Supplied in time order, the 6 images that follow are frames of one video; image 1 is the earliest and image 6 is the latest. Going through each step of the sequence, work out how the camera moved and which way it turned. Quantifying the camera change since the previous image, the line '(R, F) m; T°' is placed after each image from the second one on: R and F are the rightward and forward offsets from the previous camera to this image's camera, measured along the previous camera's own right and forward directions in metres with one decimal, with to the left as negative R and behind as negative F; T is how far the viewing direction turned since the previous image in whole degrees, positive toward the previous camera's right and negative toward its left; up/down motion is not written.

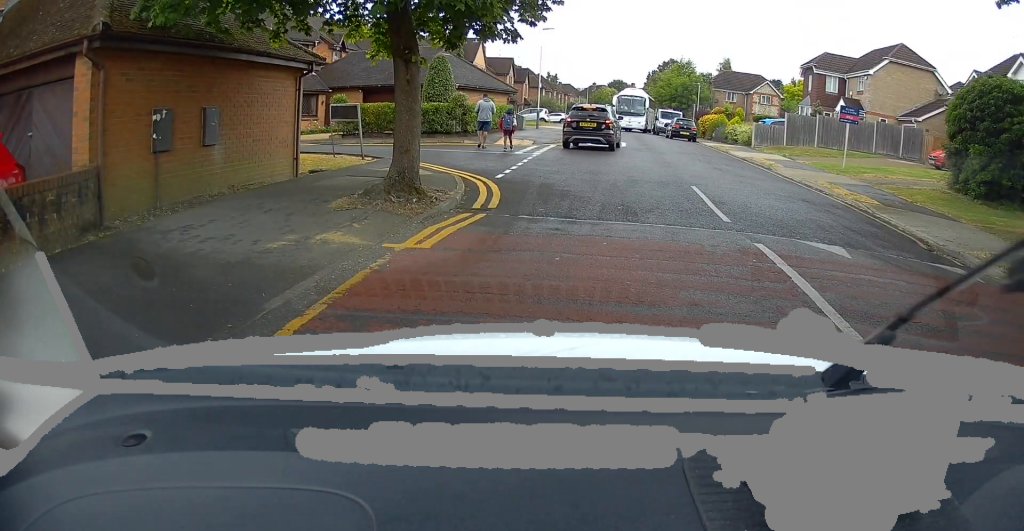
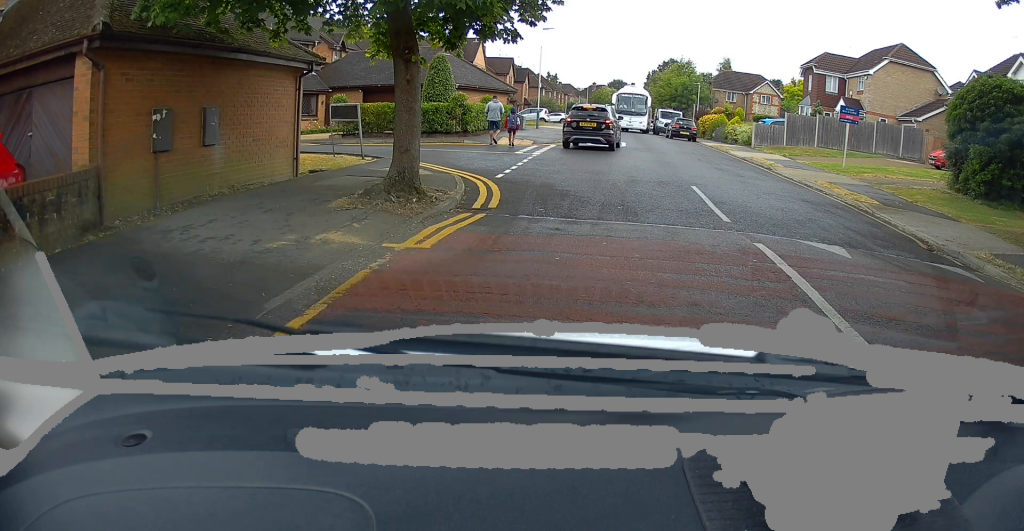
(0.0, 0.0) m; 0°
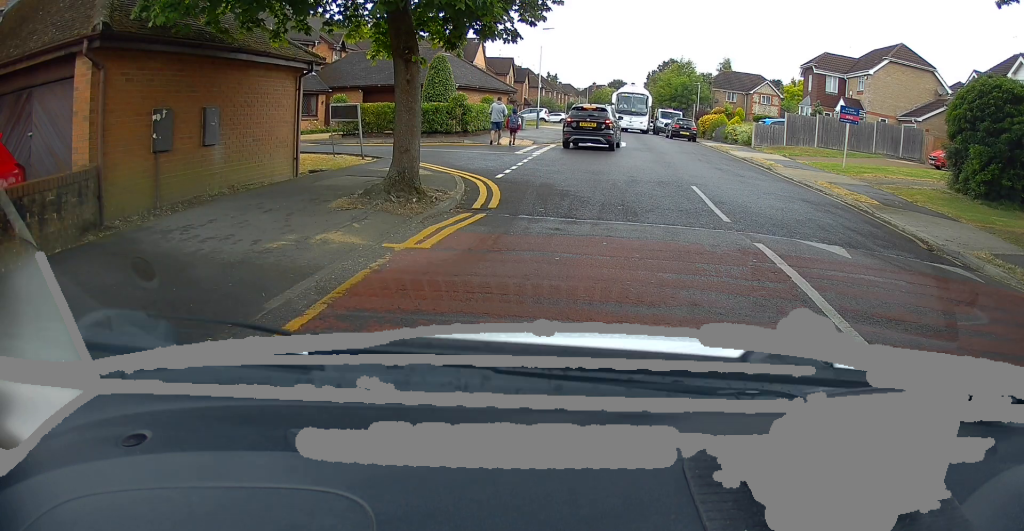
(0.0, 0.0) m; 0°
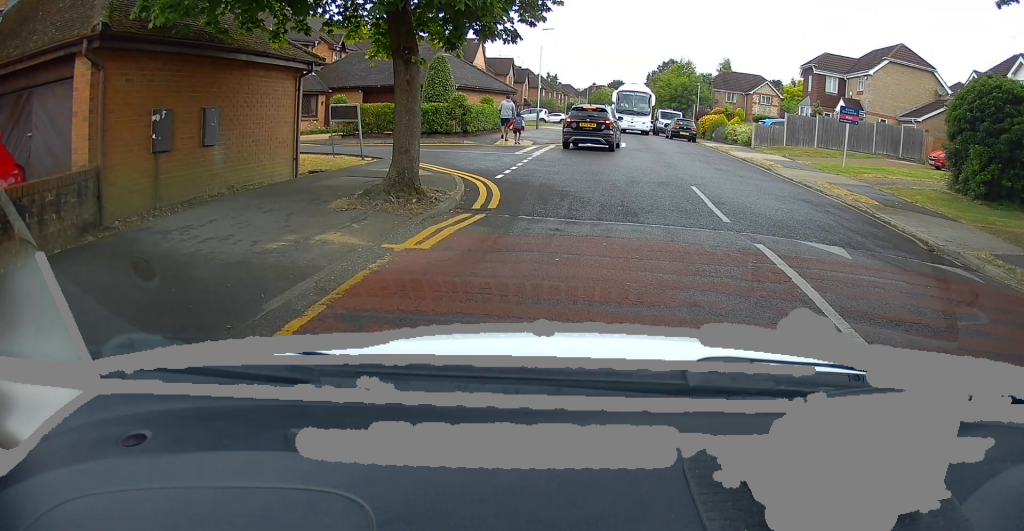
(0.0, 0.0) m; 0°
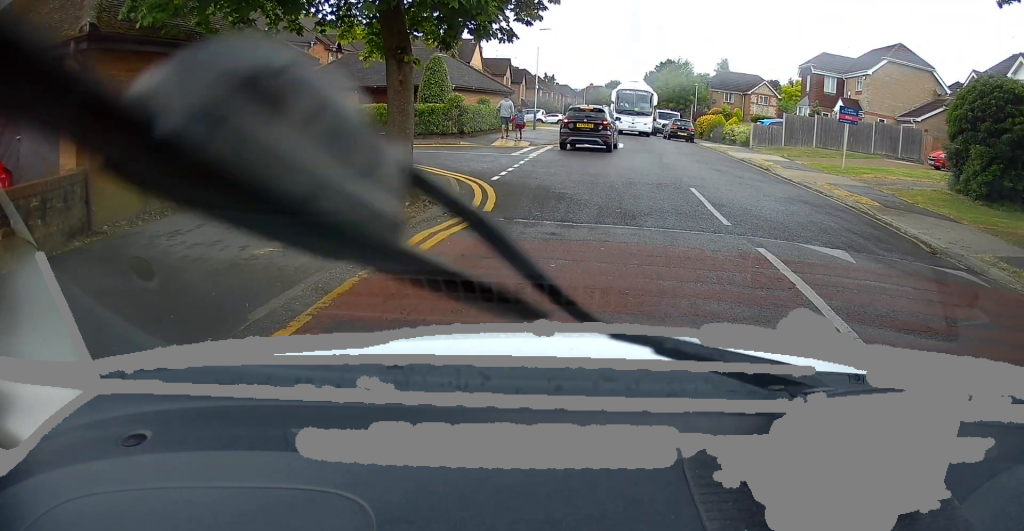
(0.0, 0.0) m; 0°
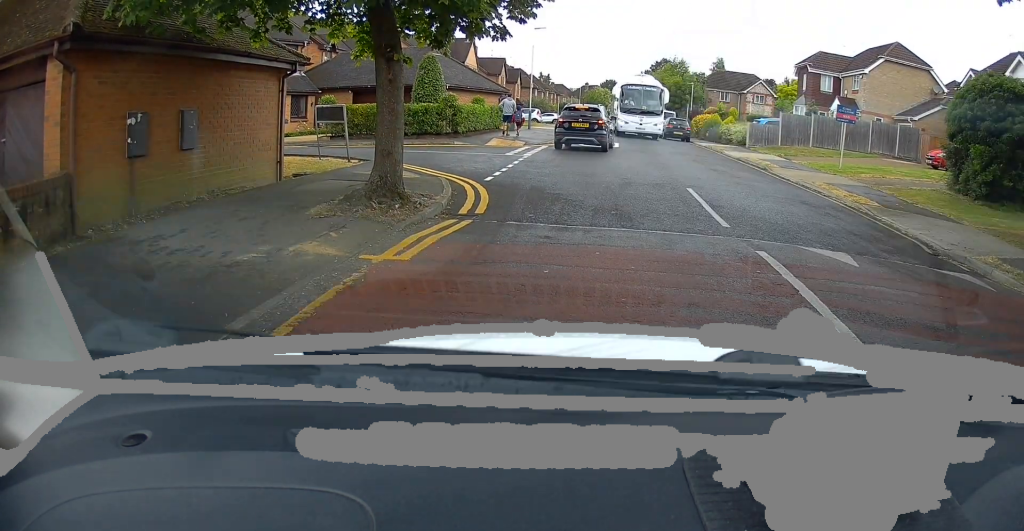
(+0.1, +0.2) m; 0°
